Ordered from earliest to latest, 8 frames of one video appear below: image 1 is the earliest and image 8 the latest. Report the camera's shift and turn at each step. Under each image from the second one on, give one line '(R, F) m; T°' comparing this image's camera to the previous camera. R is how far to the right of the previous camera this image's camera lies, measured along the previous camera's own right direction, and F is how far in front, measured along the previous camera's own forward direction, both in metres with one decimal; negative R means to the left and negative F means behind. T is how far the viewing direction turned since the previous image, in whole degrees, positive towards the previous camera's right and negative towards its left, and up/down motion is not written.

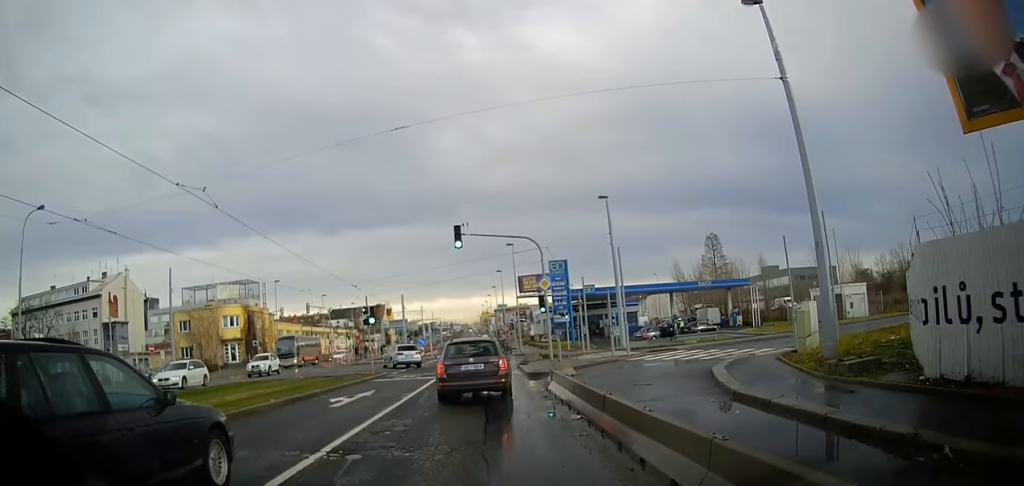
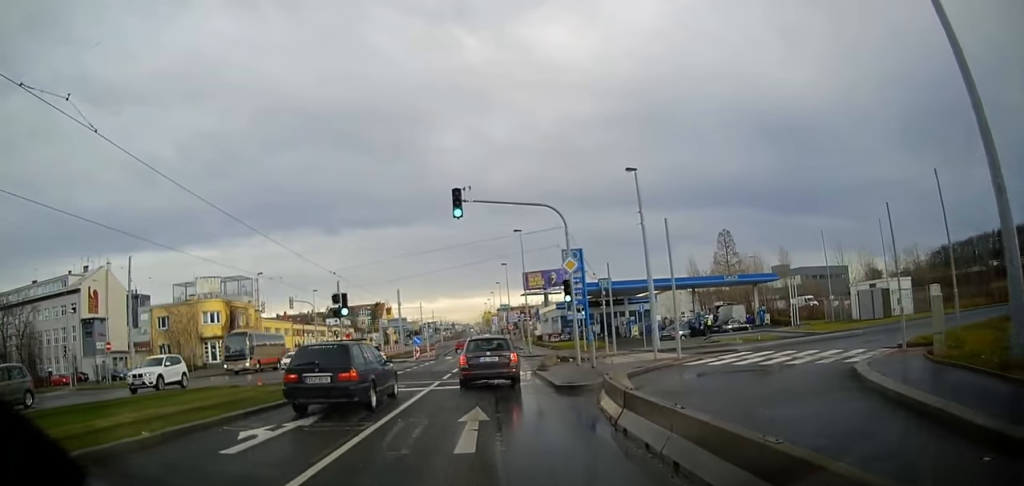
(0.0, +6.4) m; 0°
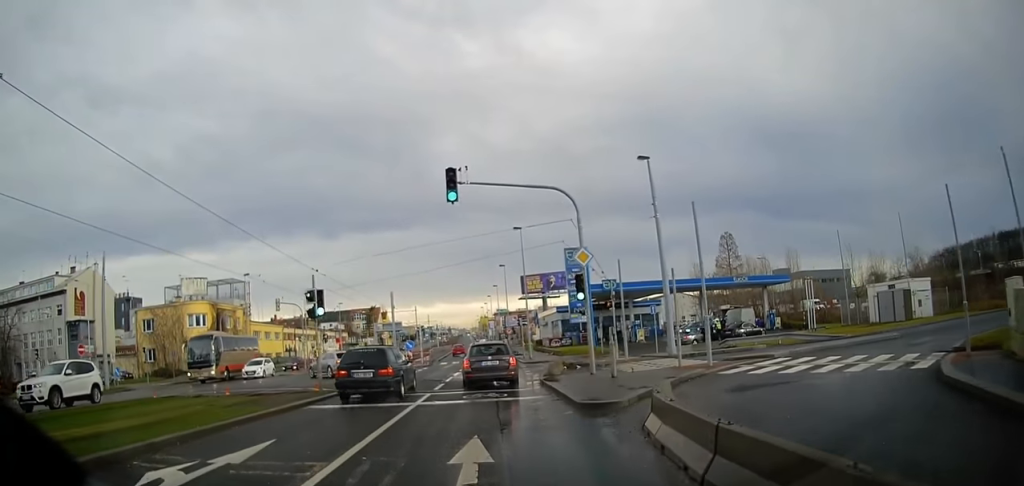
(0.0, +3.1) m; 0°
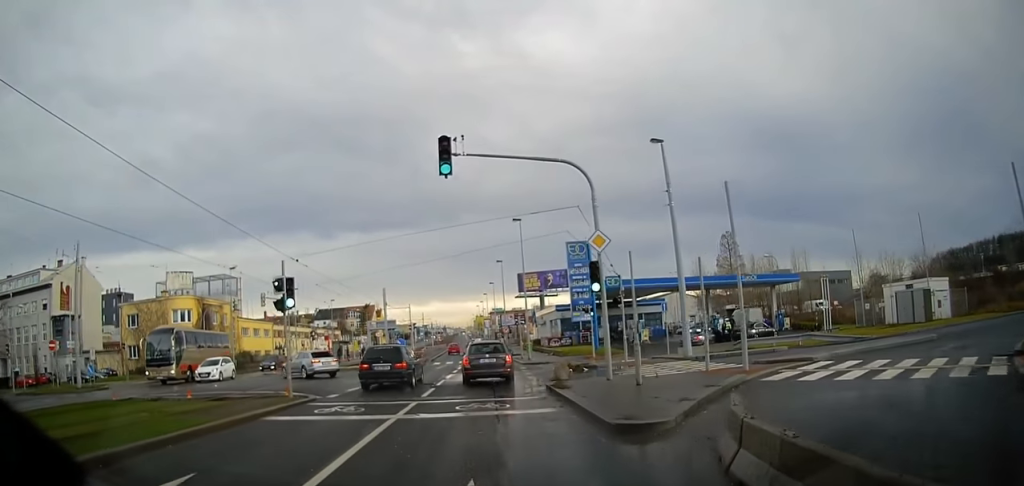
(0.0, +2.9) m; 0°
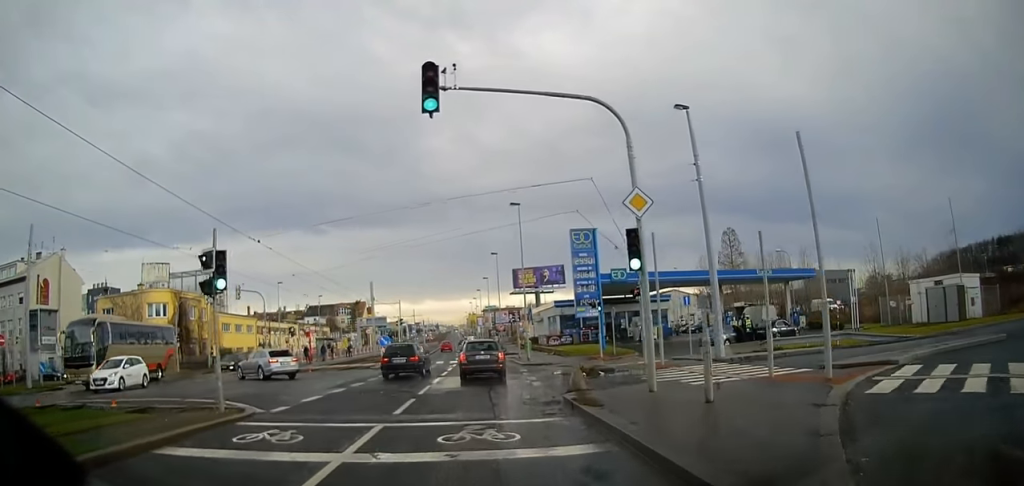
(0.0, +4.4) m; 0°
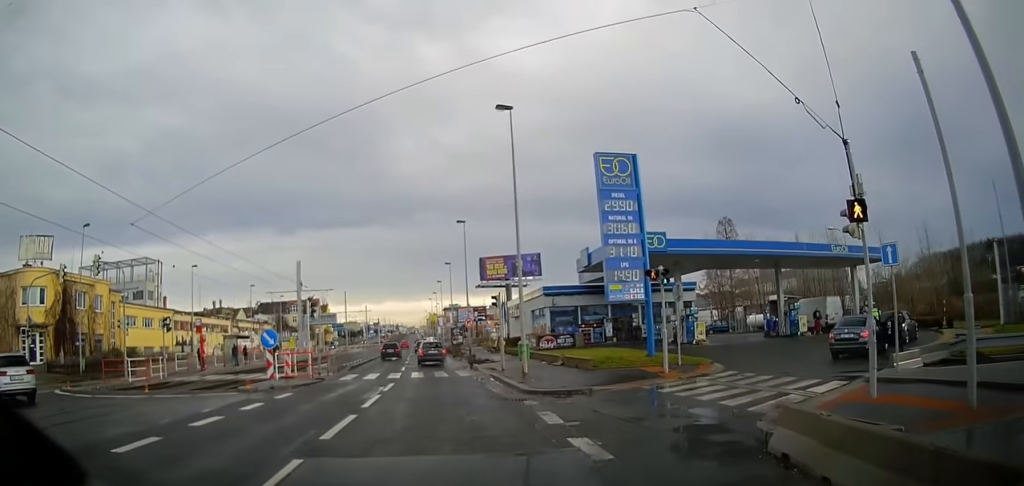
(+0.5, +17.7) m; +9°
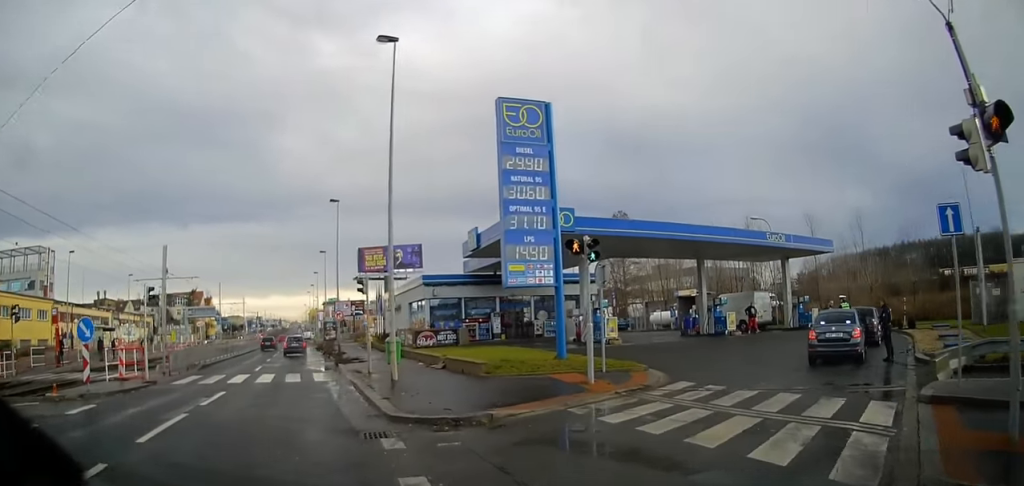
(+0.6, +6.0) m; +14°
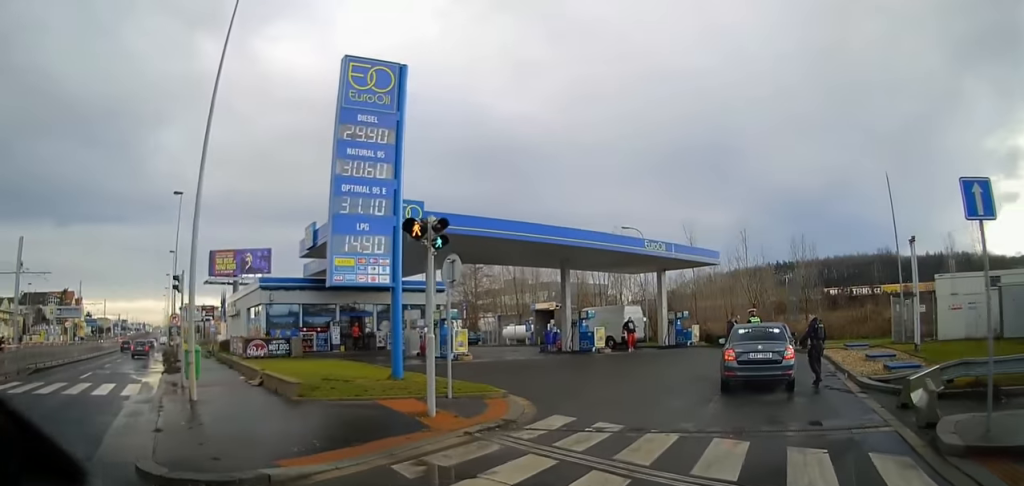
(+0.8, +4.6) m; +6°
